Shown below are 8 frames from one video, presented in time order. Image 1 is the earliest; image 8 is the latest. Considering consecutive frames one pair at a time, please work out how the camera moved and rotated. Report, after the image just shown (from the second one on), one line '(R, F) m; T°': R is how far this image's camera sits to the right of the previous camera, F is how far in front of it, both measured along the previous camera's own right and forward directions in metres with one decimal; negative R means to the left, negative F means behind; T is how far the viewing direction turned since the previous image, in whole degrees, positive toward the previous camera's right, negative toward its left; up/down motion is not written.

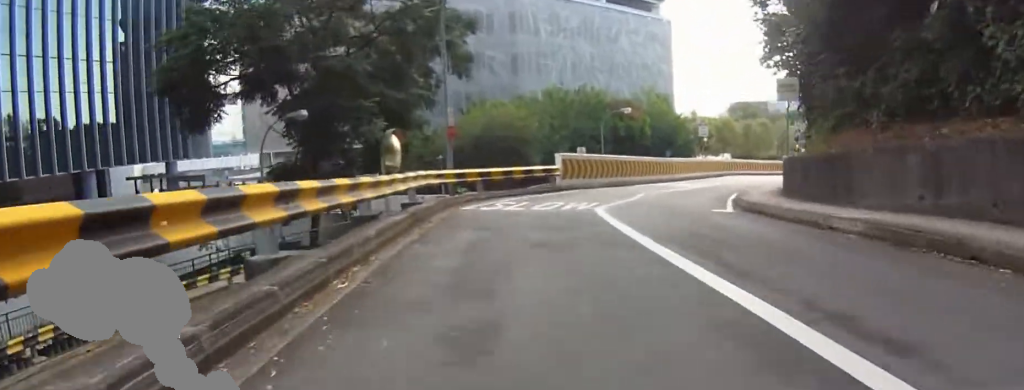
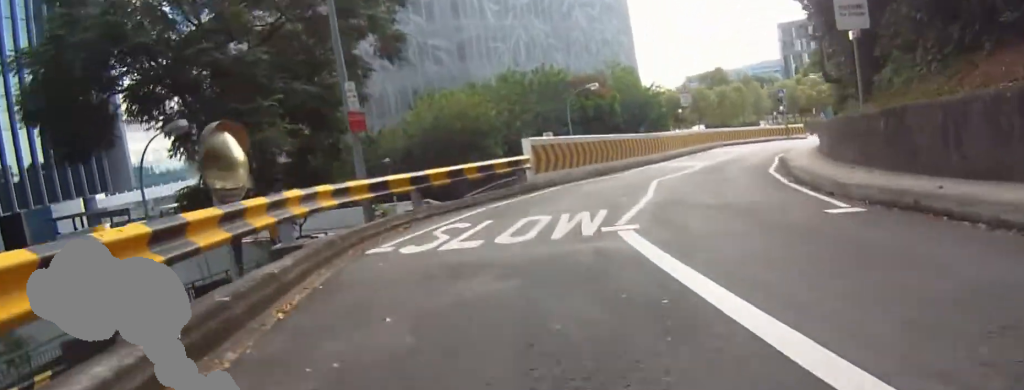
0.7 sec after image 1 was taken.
(+0.5, +4.7) m; +3°
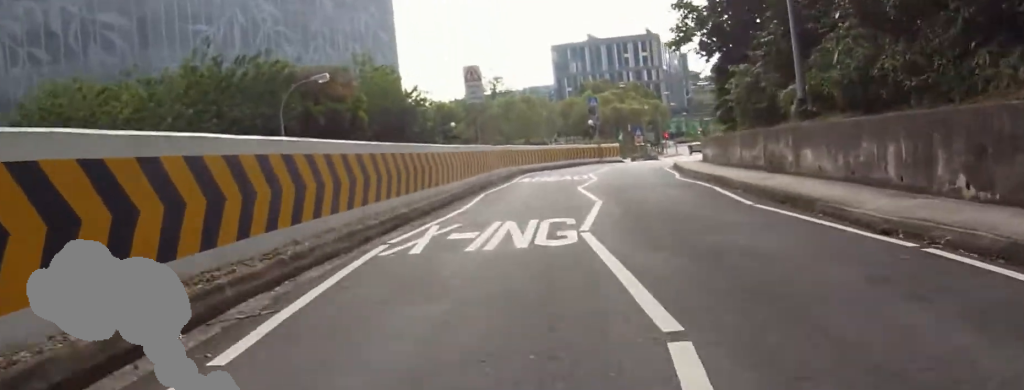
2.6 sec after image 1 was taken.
(-0.9, +13.4) m; -9°
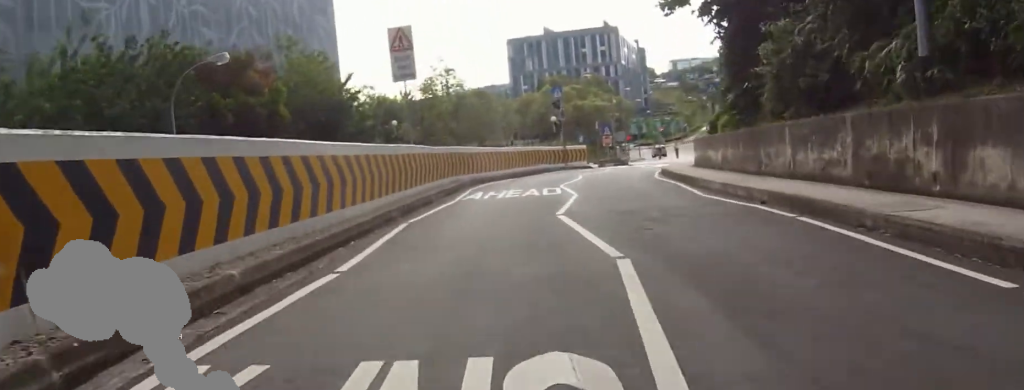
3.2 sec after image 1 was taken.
(-0.2, +5.0) m; +1°
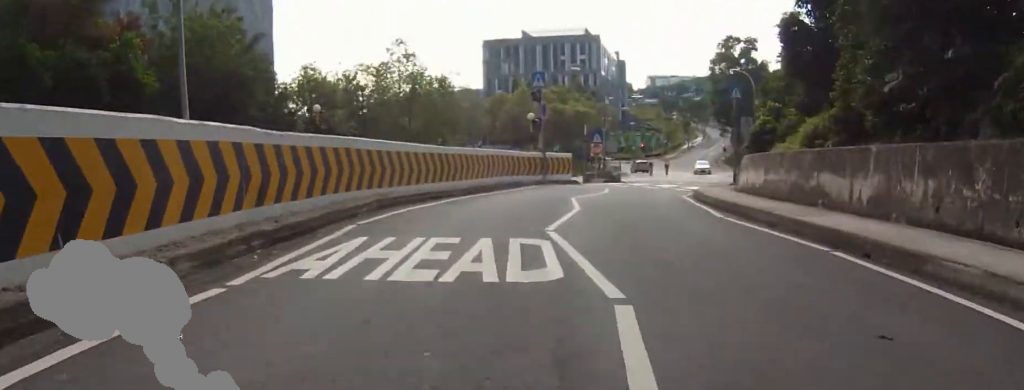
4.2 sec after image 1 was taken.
(+0.5, +8.7) m; +7°
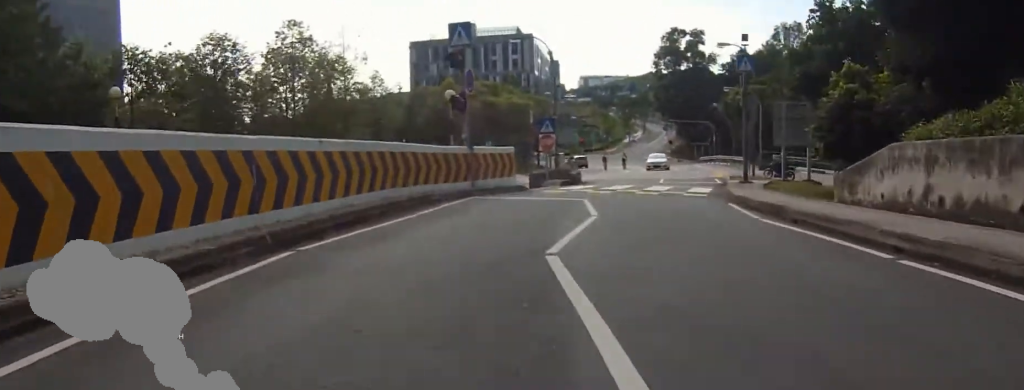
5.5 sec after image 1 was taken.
(+0.9, +11.6) m; +8°
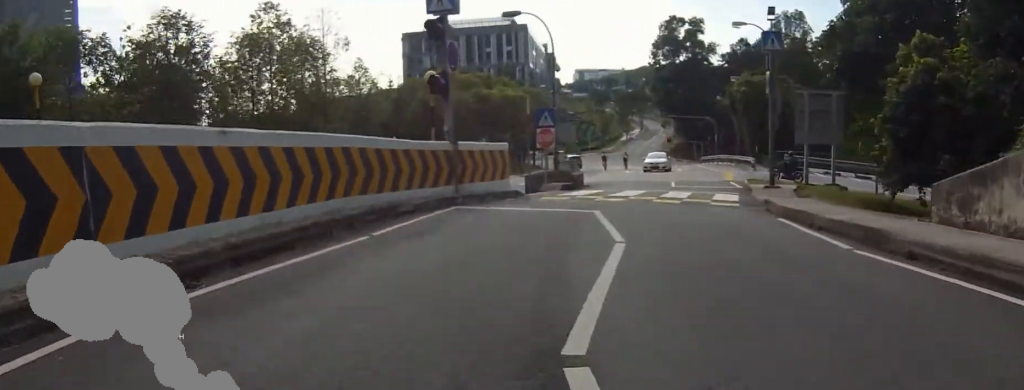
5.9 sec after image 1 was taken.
(0.0, +3.7) m; +4°
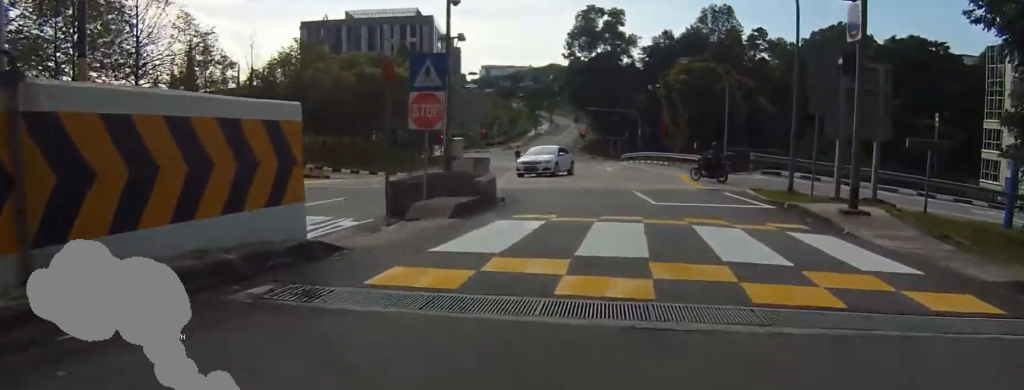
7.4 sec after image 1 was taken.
(+1.6, +13.2) m; +9°
